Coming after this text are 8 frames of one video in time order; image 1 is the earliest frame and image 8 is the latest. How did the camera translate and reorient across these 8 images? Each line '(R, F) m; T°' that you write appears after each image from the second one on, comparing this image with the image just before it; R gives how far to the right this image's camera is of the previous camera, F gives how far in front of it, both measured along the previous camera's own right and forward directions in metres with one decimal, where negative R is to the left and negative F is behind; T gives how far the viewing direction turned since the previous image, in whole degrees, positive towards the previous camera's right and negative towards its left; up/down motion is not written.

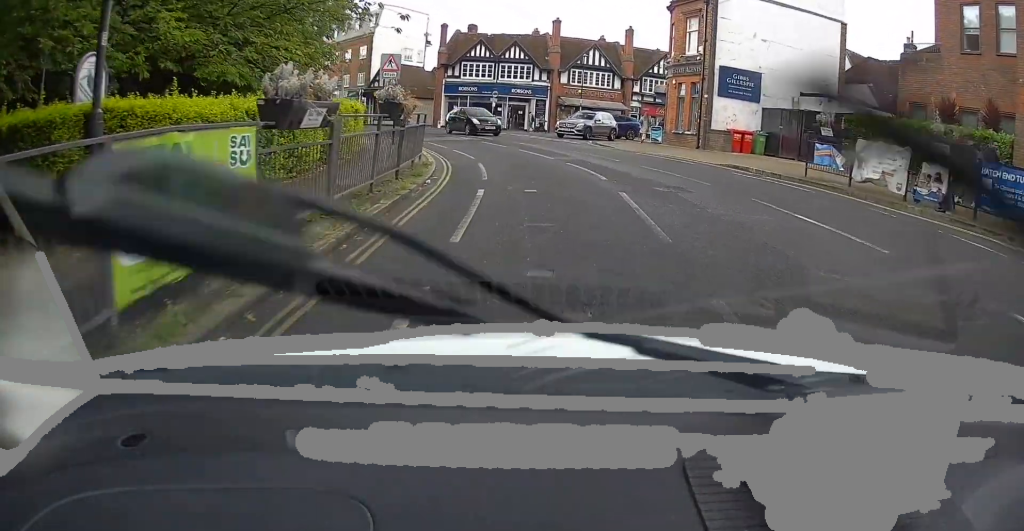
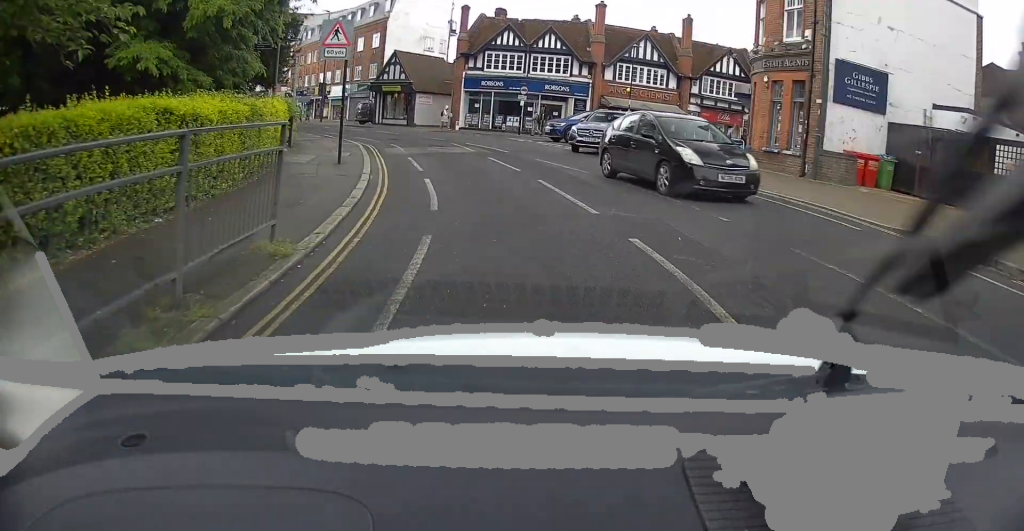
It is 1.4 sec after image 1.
(-0.1, +9.6) m; -2°
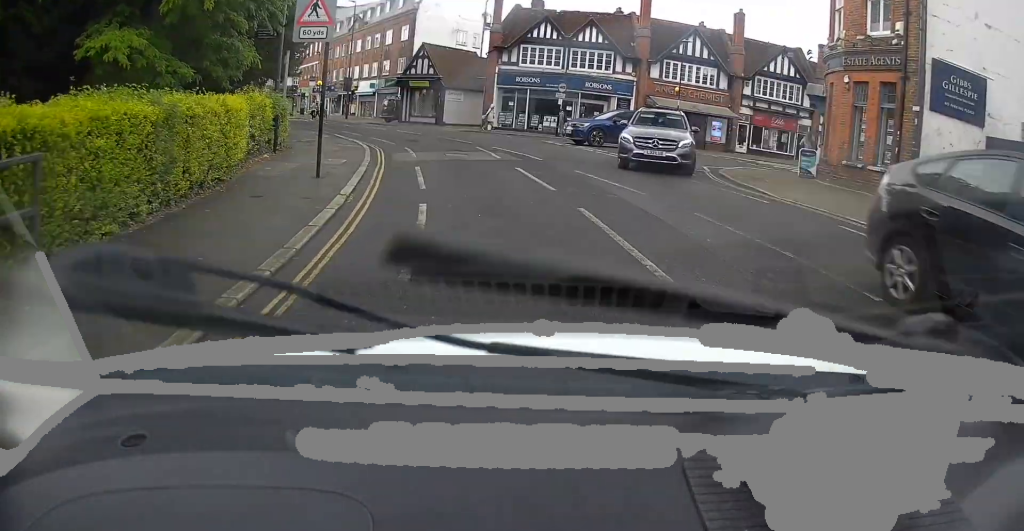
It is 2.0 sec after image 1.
(0.0, +3.8) m; -2°
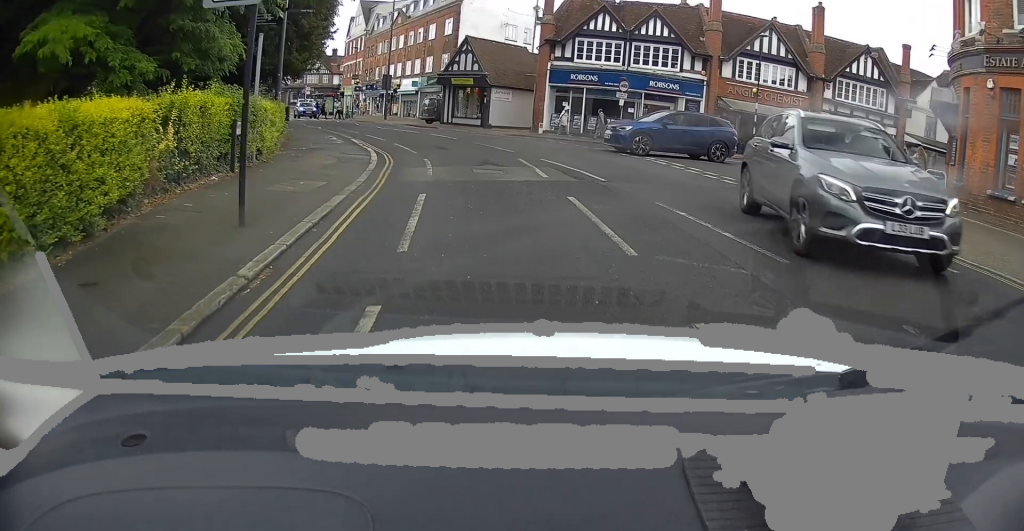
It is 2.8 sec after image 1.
(-0.2, +4.9) m; -5°
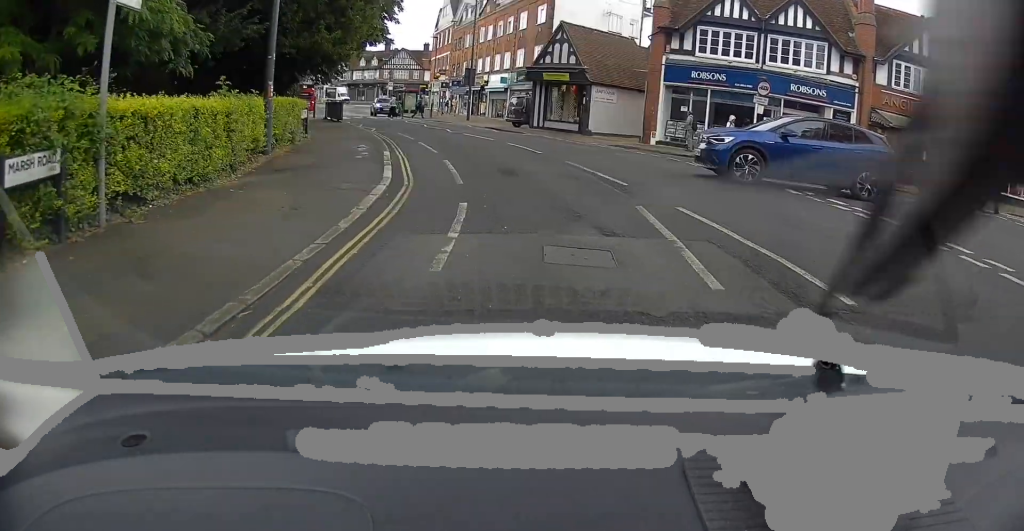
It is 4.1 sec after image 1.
(-0.5, +7.0) m; -7°
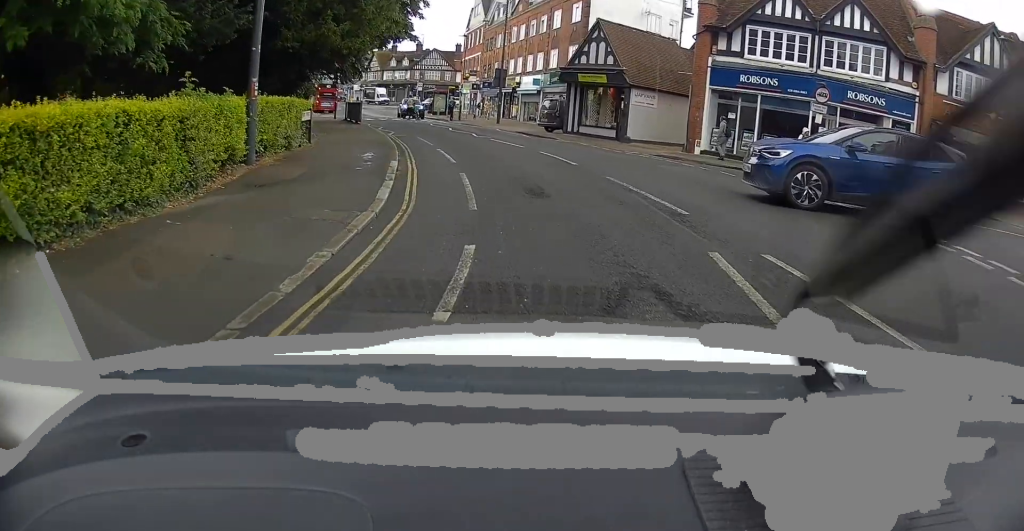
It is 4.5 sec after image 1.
(-0.1, +2.6) m; -3°
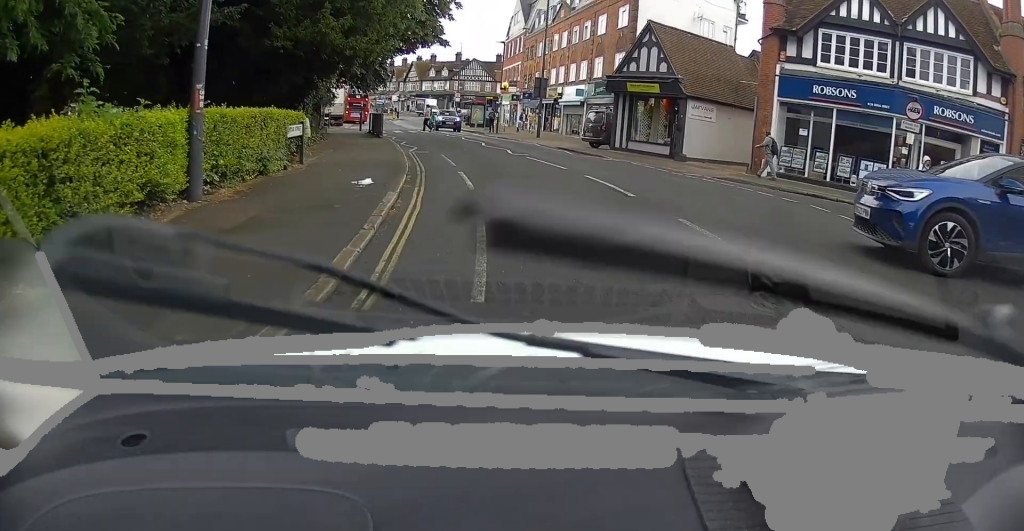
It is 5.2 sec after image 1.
(-0.1, +3.6) m; -4°
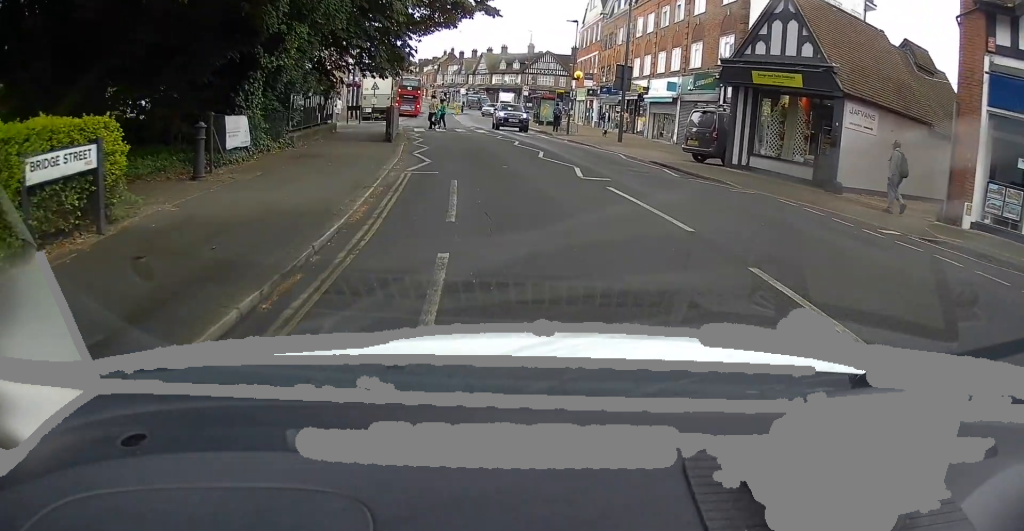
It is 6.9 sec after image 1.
(-0.6, +8.3) m; -9°
